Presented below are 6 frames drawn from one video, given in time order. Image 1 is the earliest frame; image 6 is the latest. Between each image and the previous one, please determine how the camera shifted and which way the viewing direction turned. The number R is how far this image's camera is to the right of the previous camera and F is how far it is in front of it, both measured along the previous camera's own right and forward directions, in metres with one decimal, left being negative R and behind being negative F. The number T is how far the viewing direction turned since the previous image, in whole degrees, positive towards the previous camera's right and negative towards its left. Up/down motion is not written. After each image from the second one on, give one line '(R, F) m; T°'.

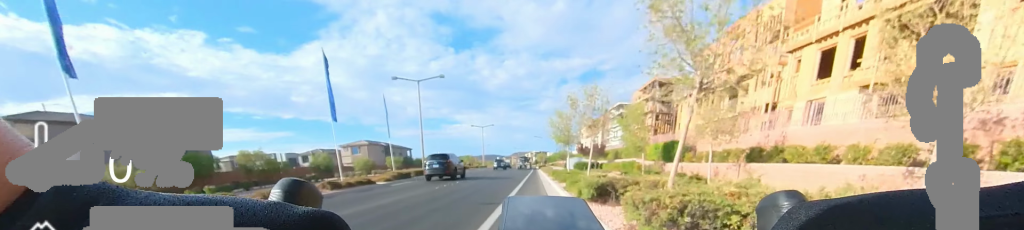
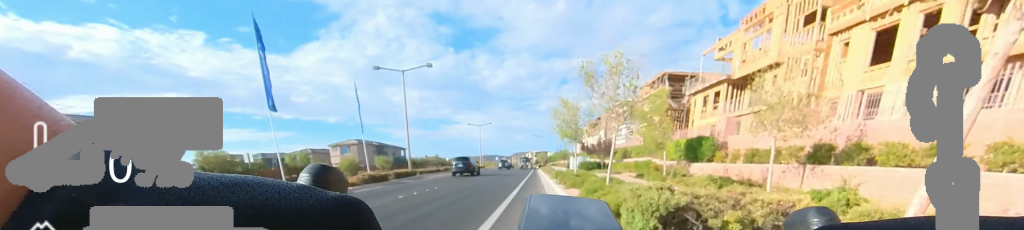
(-0.1, +3.6) m; +1°
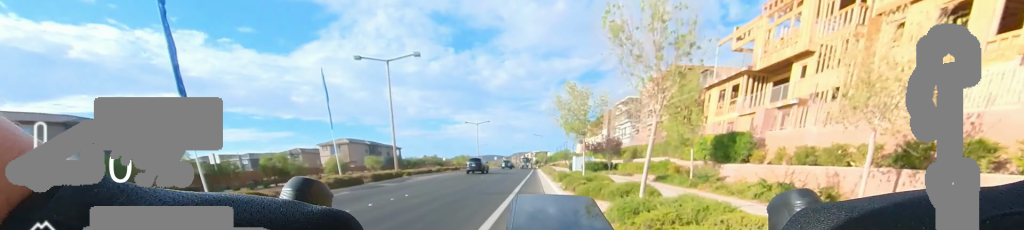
(-0.2, +3.0) m; 0°
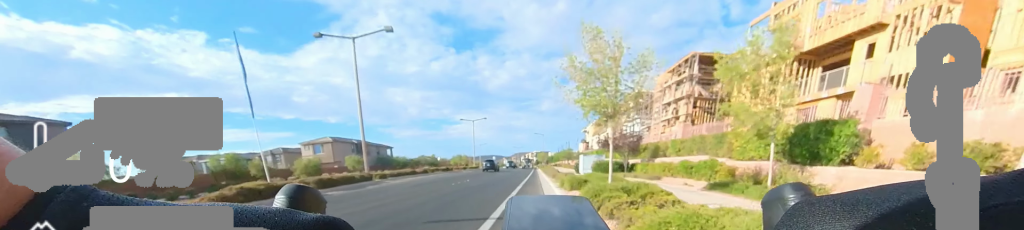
(+0.5, +5.1) m; -5°
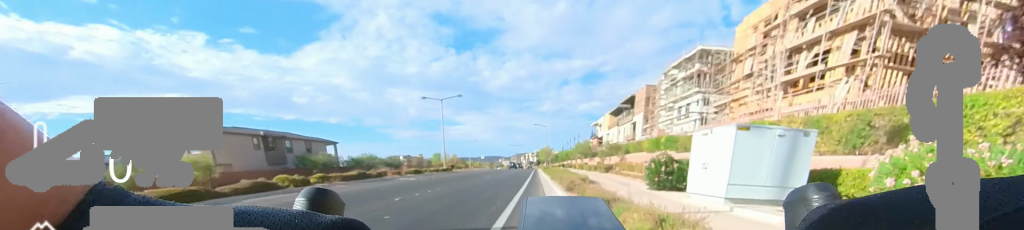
(-1.3, +21.5) m; 0°
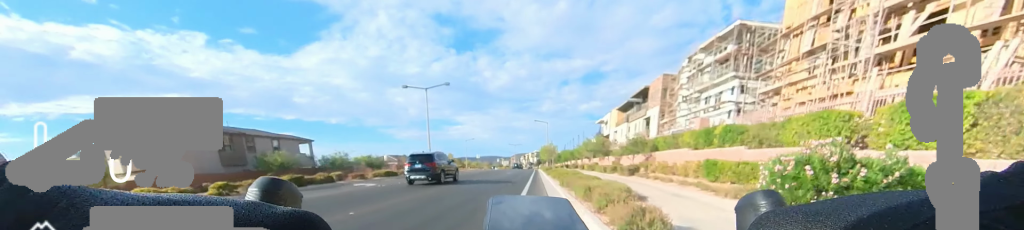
(-0.1, +6.4) m; 0°
